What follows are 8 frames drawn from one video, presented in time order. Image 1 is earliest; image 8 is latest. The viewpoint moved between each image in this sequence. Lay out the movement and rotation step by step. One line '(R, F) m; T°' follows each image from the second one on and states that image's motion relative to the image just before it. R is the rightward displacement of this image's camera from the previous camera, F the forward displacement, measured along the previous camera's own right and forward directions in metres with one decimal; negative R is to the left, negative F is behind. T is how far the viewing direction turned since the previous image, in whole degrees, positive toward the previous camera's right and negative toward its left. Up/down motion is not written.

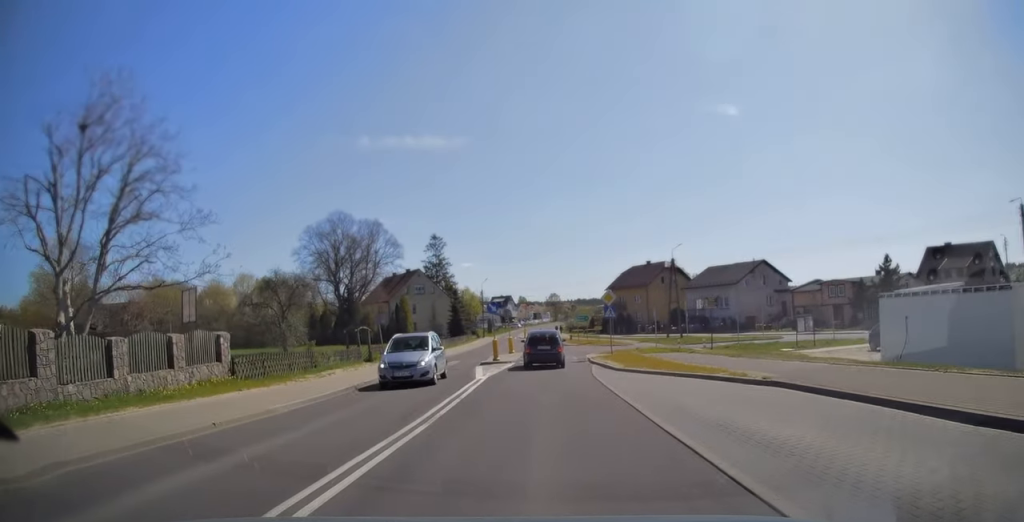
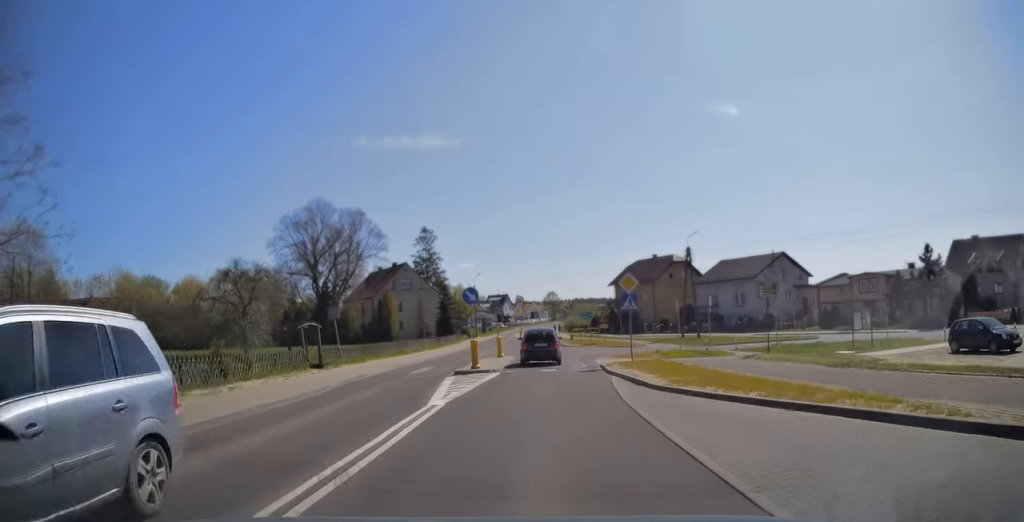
(0.0, +7.6) m; 0°
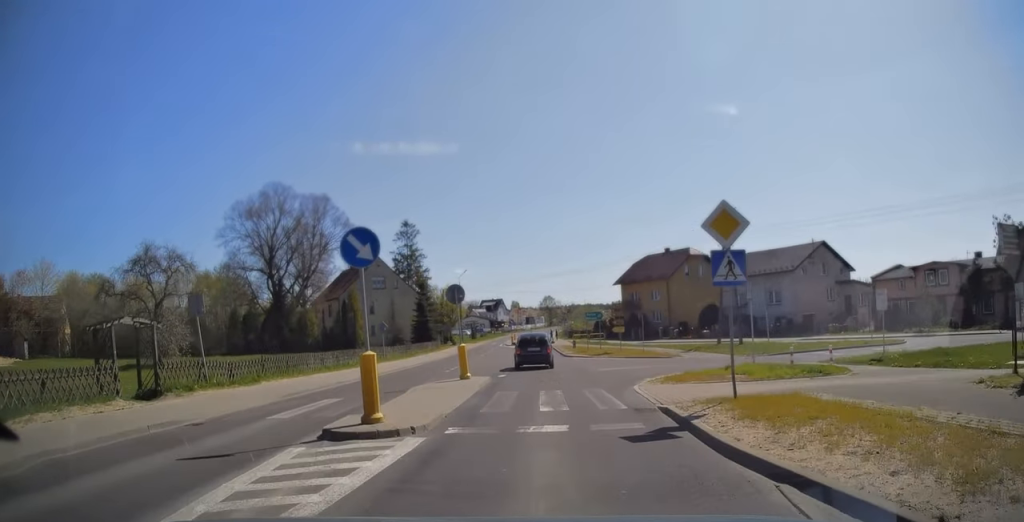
(+0.1, +12.5) m; 0°
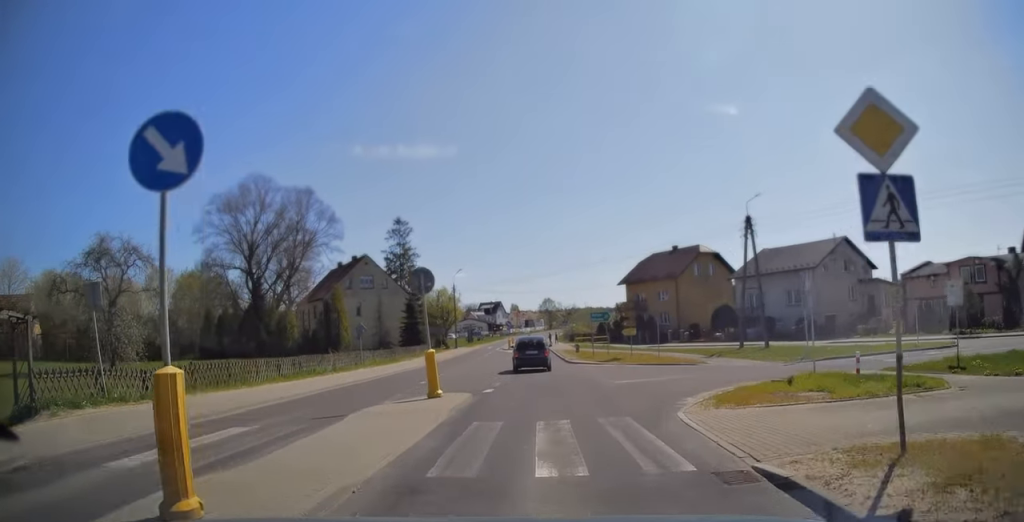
(+0.1, +5.0) m; 0°
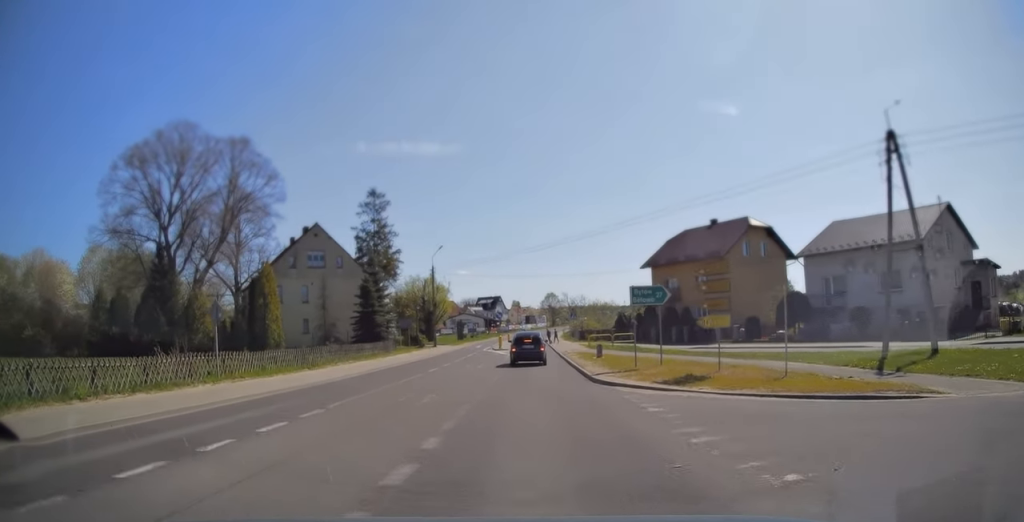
(-0.1, +16.1) m; -1°
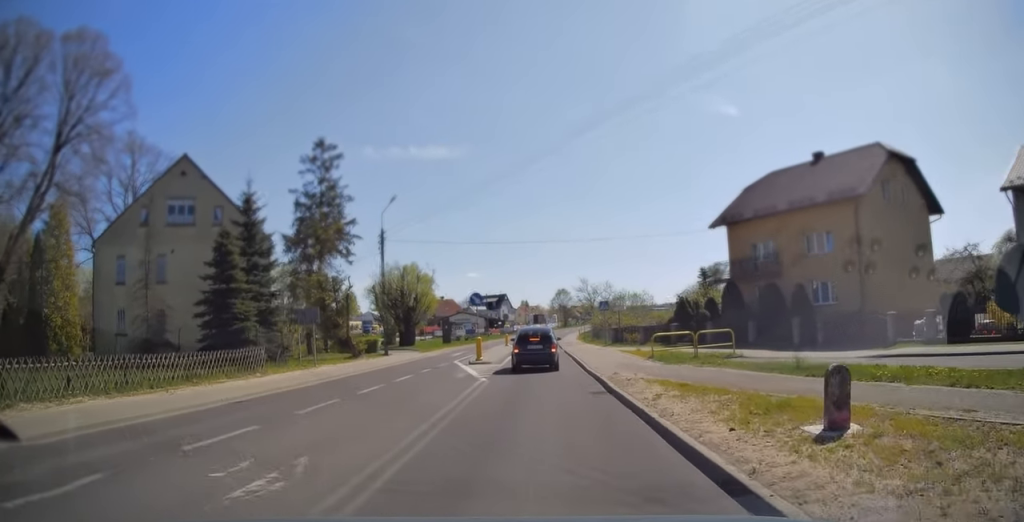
(-0.1, +21.6) m; 0°
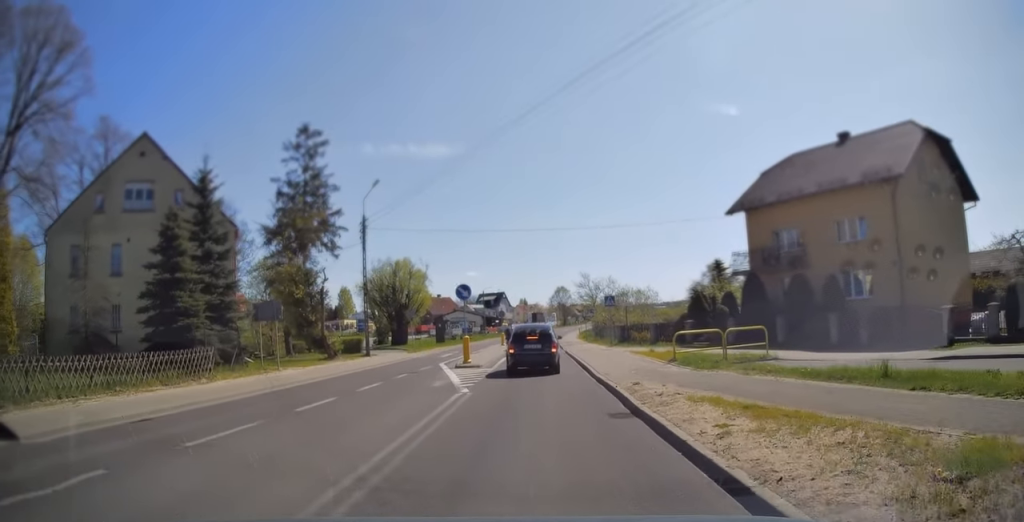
(0.0, +3.7) m; 0°
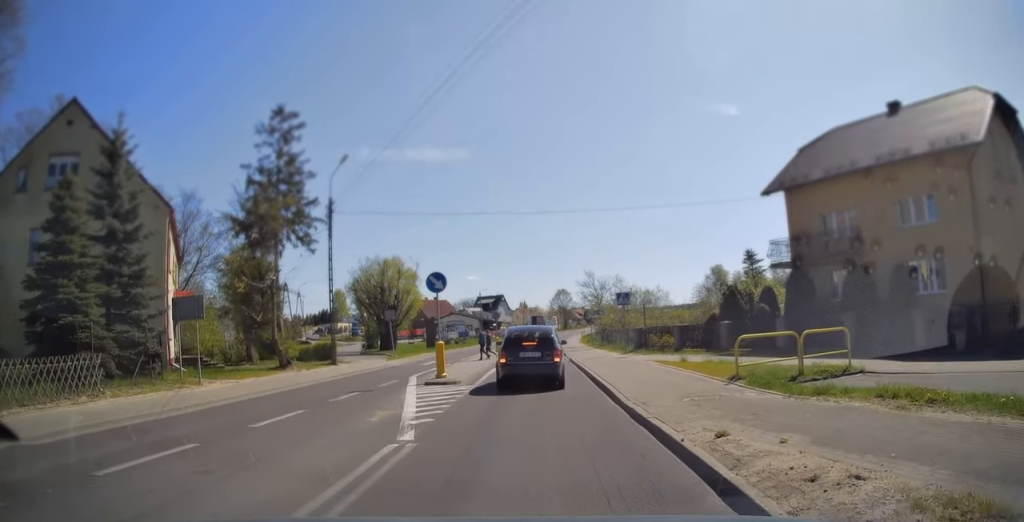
(0.0, +5.3) m; 0°
